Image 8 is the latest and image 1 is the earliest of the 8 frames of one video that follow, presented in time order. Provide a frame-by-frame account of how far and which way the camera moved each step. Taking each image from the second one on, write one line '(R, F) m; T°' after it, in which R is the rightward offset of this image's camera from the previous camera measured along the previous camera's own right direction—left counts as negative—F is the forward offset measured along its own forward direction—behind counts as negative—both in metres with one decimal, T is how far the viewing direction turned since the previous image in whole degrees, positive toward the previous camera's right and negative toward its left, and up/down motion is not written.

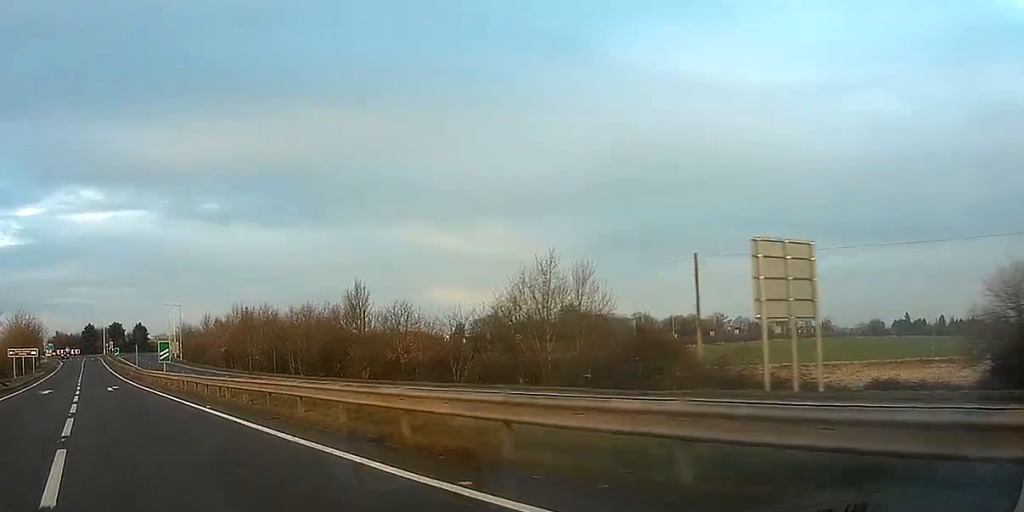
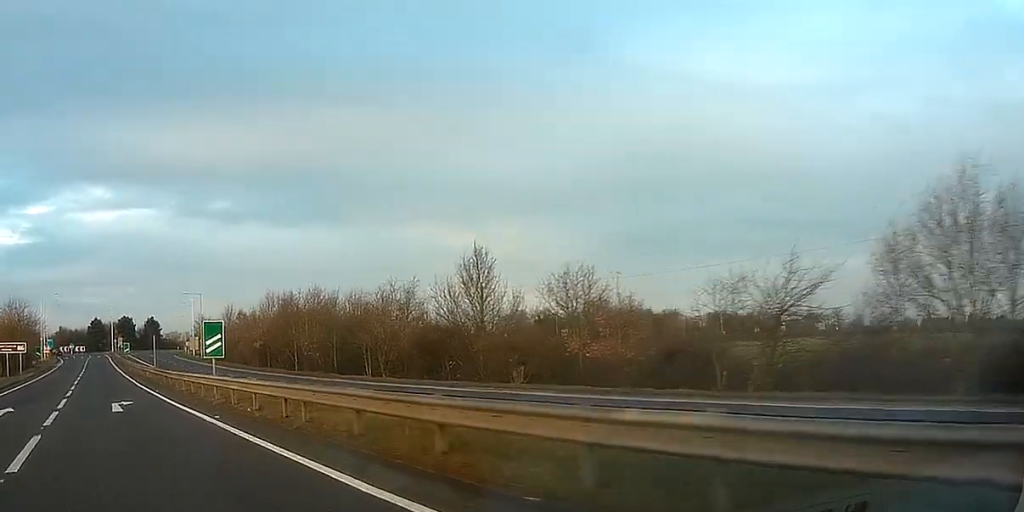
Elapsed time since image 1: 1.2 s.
(-0.1, +23.6) m; 0°
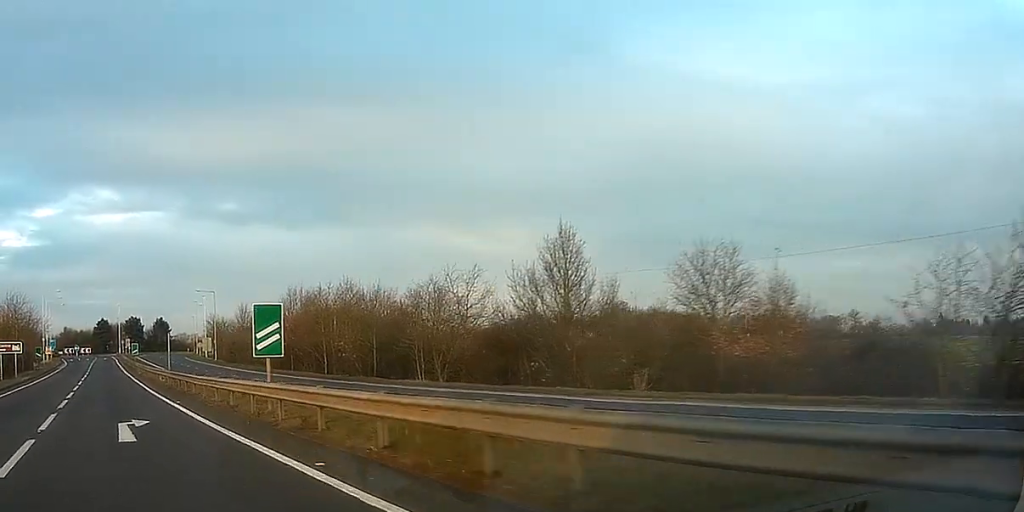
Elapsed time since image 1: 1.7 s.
(0.0, +9.7) m; 0°
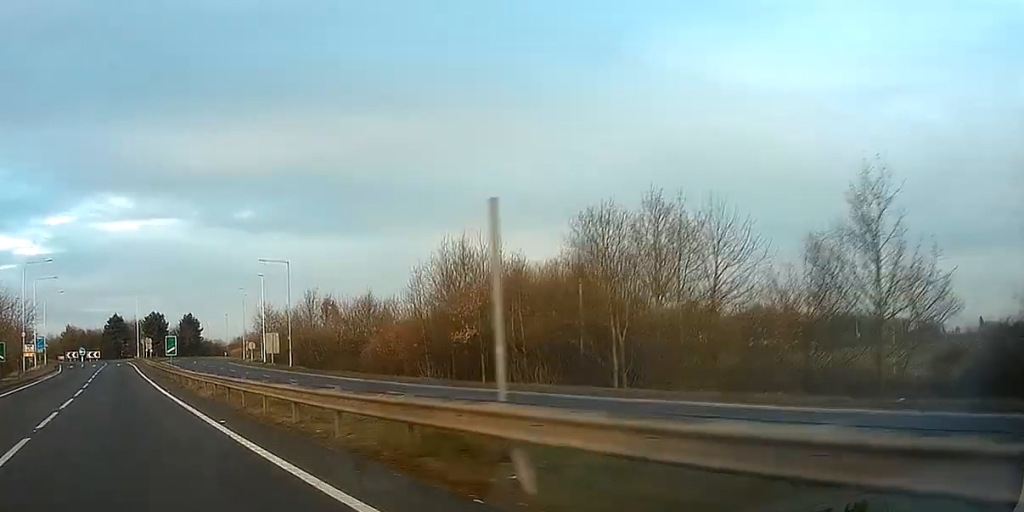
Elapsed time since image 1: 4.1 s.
(-0.6, +45.9) m; -2°
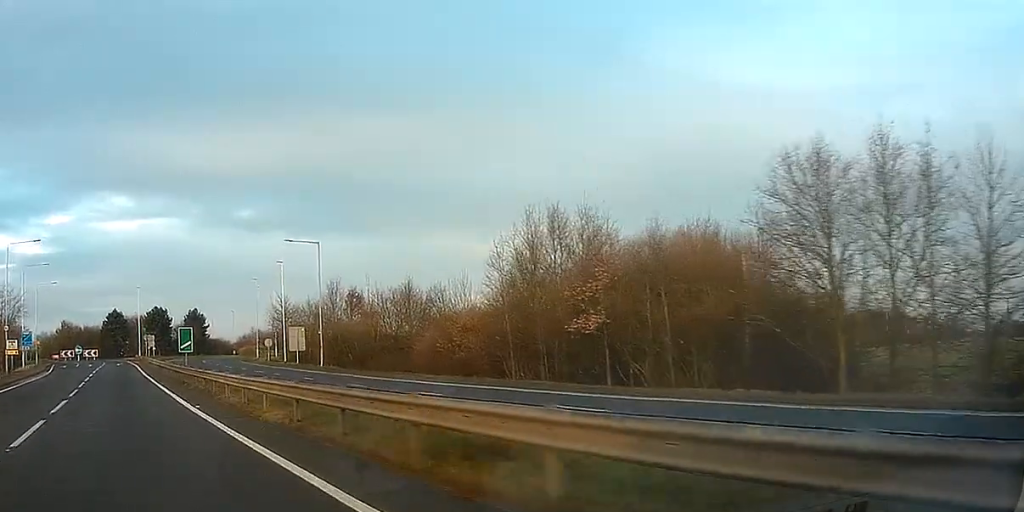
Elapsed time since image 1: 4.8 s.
(-0.2, +13.2) m; 0°
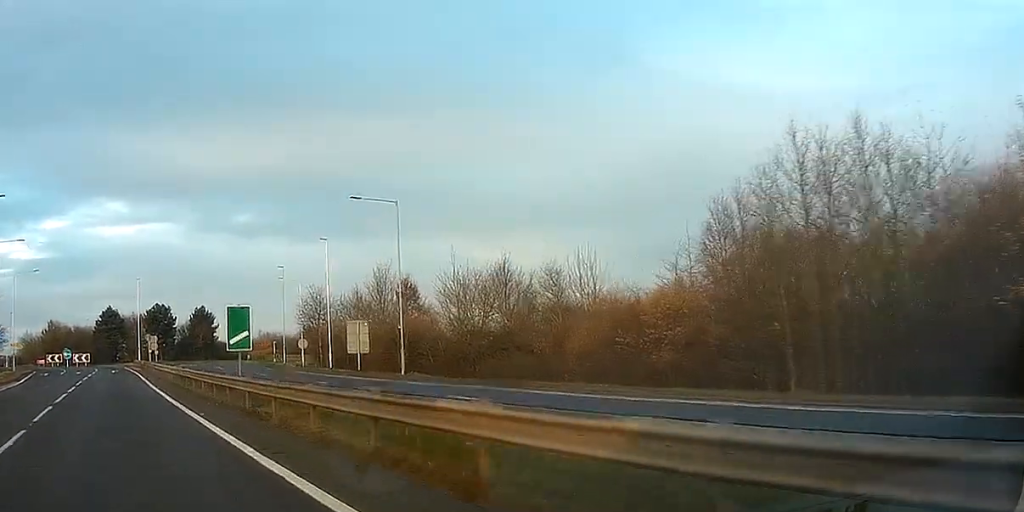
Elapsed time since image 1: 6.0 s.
(+0.5, +21.6) m; +2°
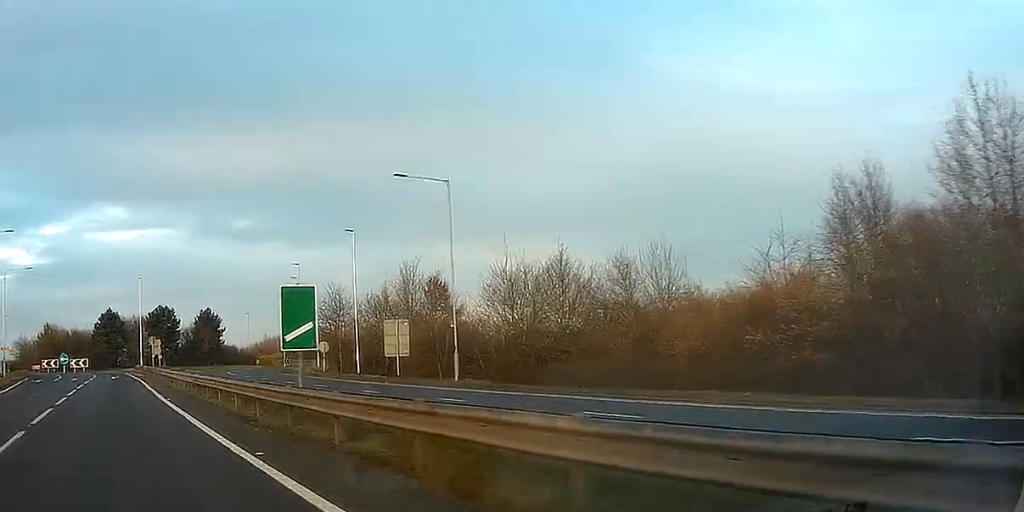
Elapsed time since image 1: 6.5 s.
(+0.2, +8.3) m; 0°
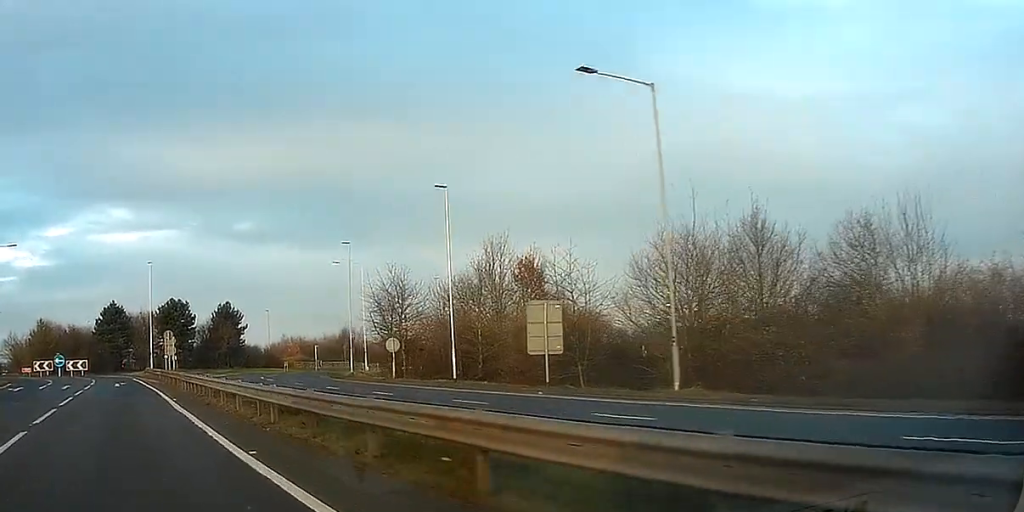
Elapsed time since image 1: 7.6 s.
(-0.5, +17.8) m; -1°
